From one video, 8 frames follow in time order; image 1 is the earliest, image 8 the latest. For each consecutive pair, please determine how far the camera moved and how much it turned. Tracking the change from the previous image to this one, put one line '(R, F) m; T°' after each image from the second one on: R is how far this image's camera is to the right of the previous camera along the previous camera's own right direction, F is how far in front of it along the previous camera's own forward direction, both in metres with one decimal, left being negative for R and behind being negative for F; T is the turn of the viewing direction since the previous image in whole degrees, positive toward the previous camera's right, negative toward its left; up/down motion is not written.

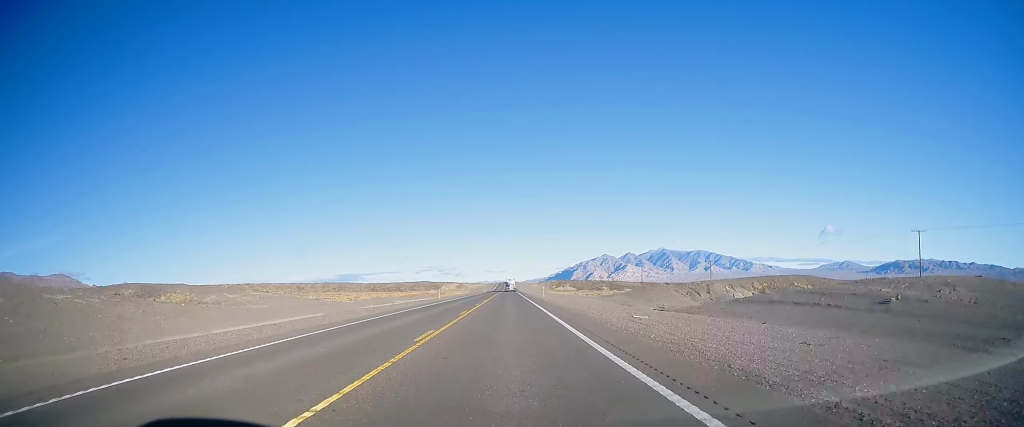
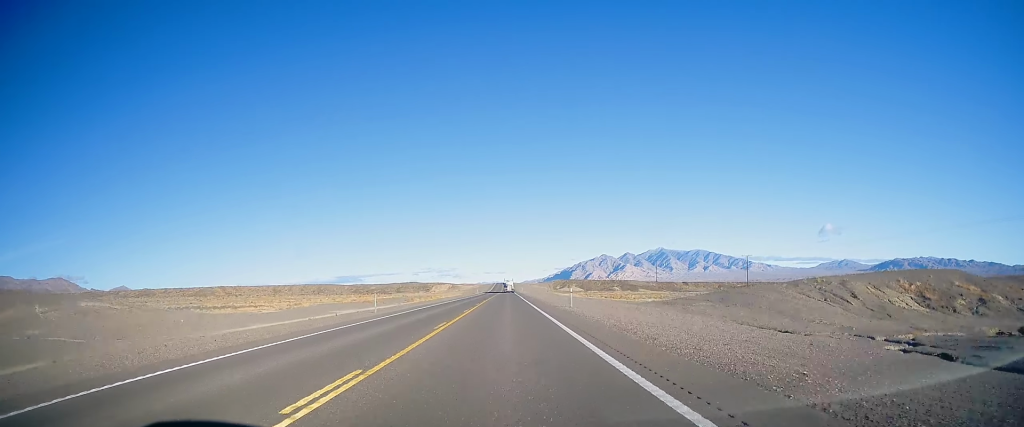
(-0.5, +31.4) m; 0°
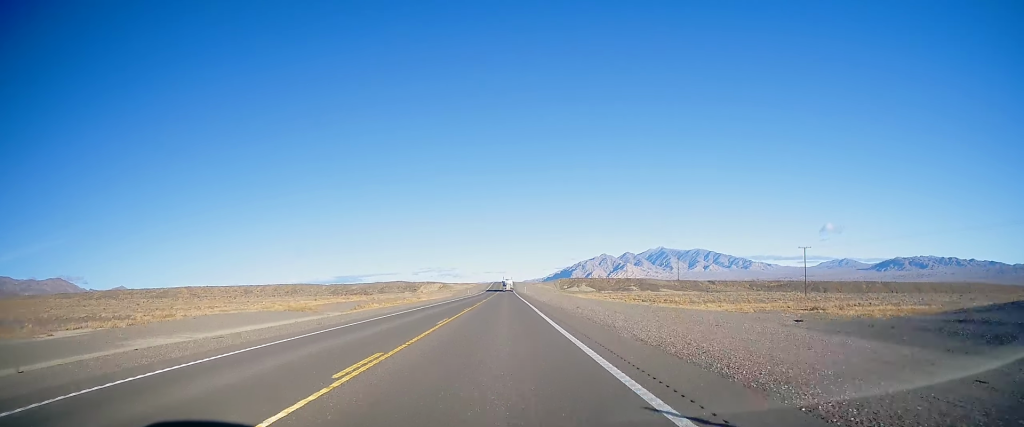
(+0.5, +33.5) m; +1°
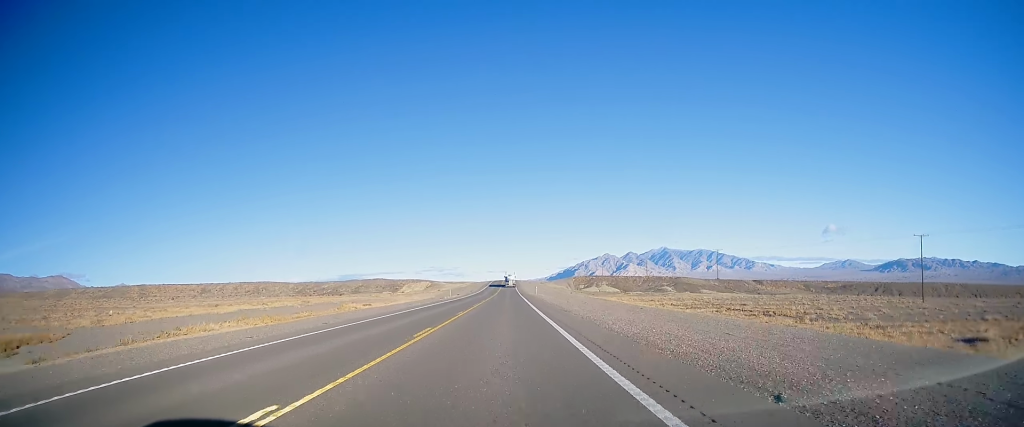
(0.0, +41.0) m; 0°
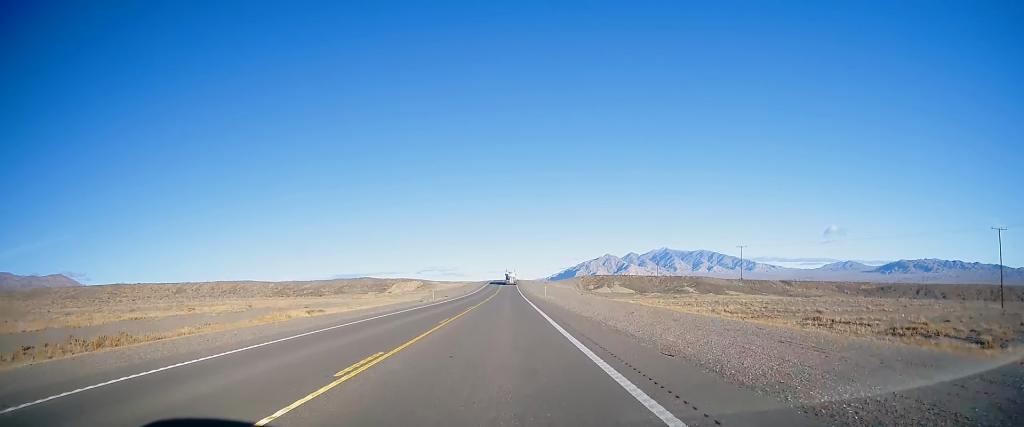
(0.0, +18.9) m; 0°
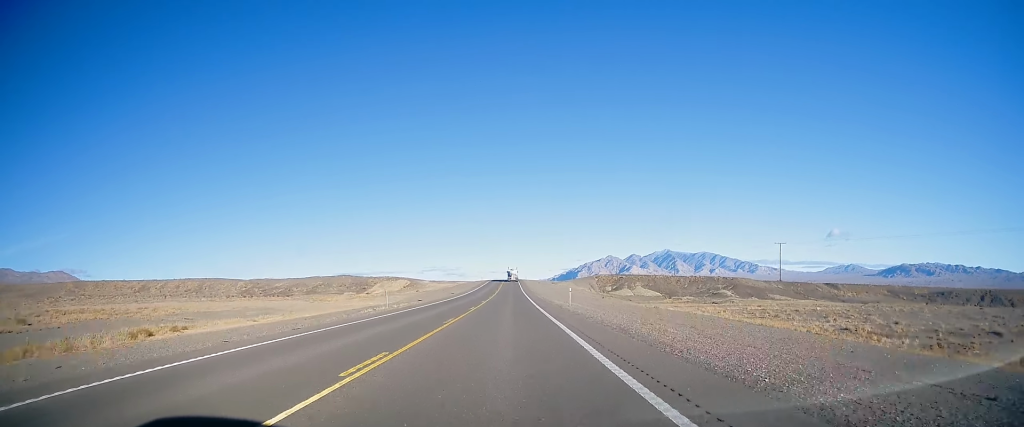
(0.0, +24.3) m; -1°
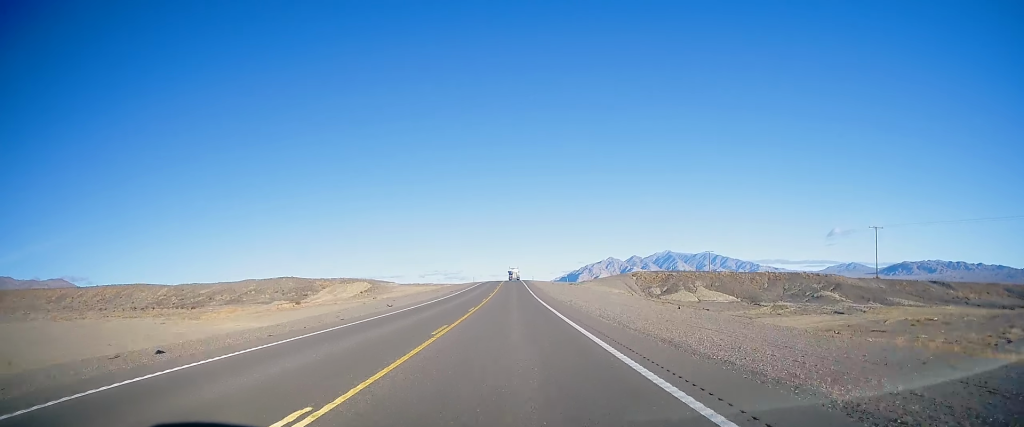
(-0.3, +41.3) m; 0°
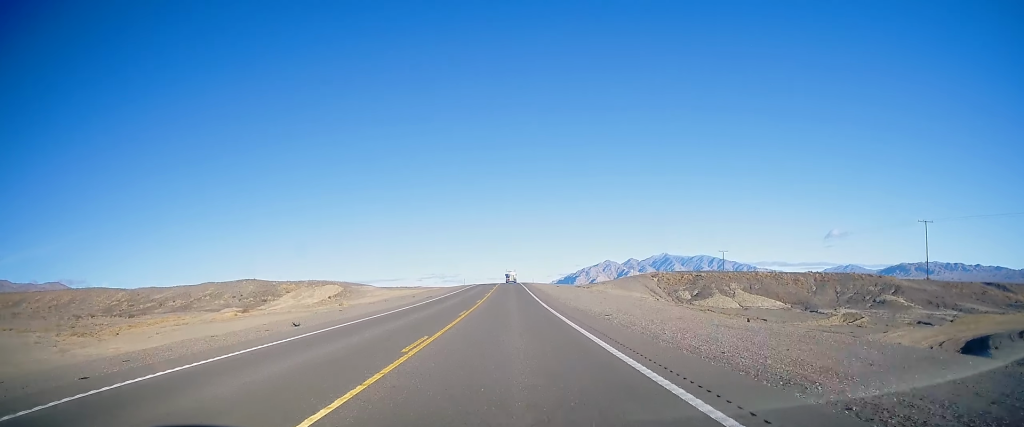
(+0.2, +16.0) m; 0°
